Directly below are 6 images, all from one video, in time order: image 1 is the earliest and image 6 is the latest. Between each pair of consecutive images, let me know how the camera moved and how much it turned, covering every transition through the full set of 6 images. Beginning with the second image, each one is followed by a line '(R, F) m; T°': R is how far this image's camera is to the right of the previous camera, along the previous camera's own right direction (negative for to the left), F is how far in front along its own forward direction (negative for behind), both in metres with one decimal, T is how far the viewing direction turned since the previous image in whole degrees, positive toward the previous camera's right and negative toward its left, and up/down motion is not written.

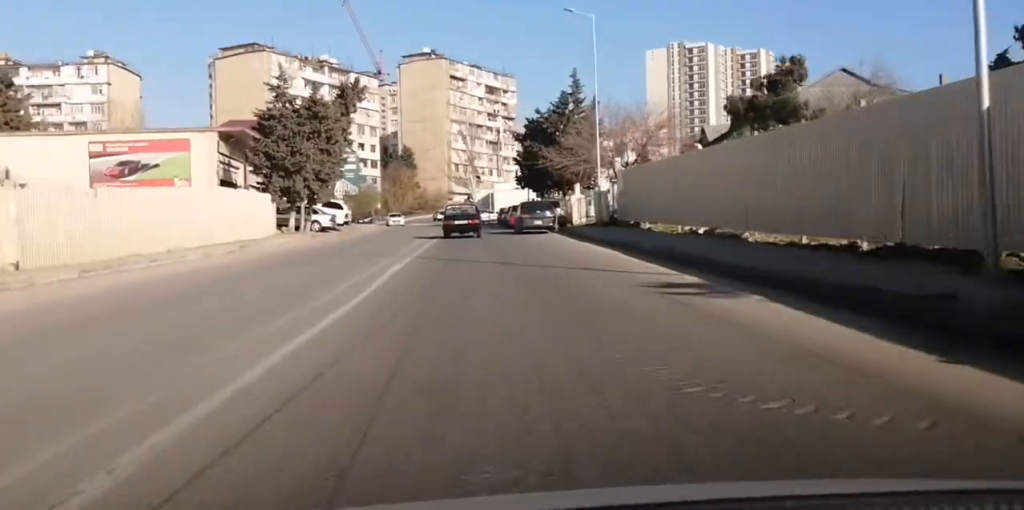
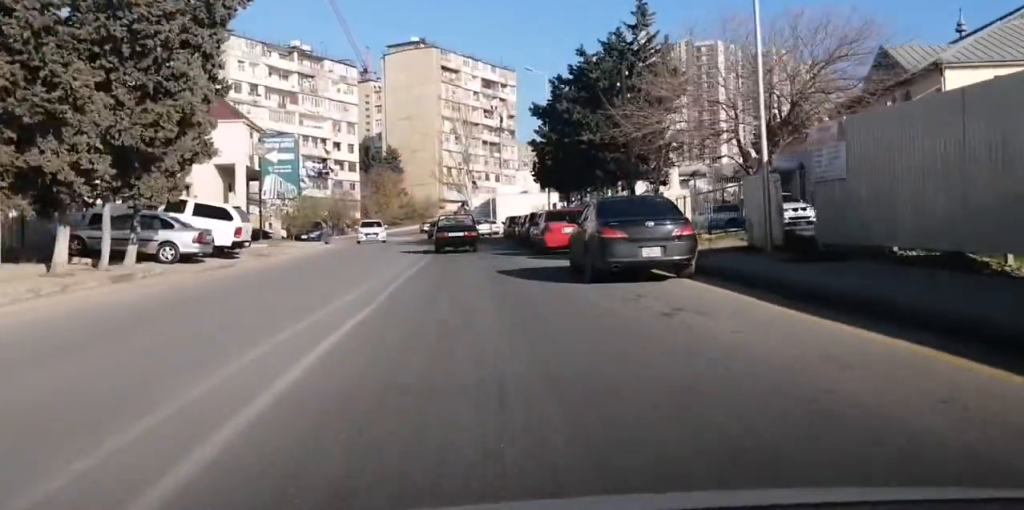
(-0.1, +24.9) m; +1°
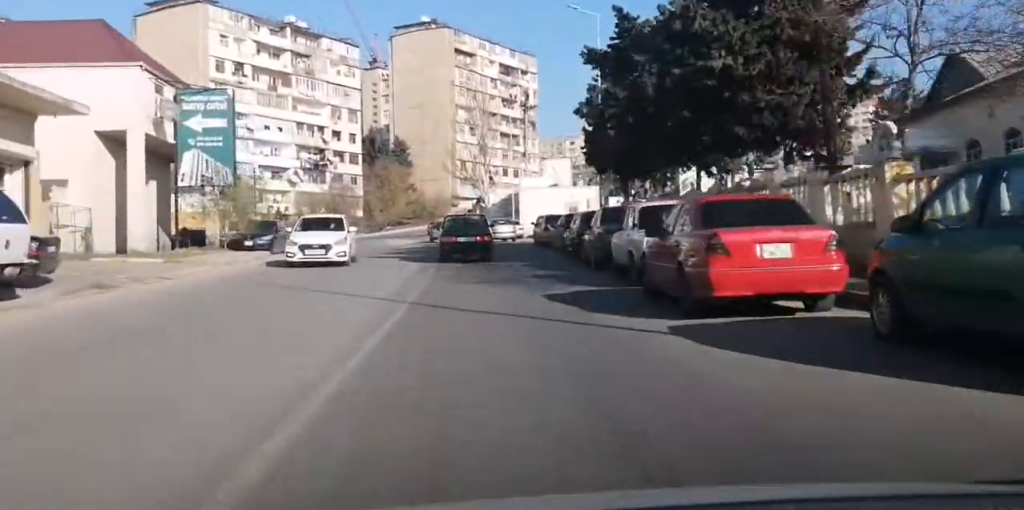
(+0.6, +17.5) m; +1°
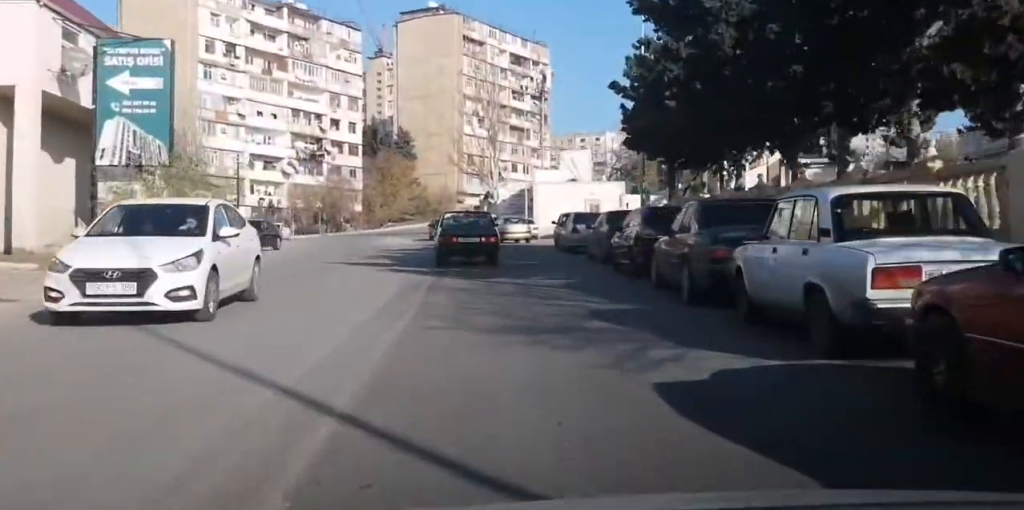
(+0.1, +8.3) m; -1°
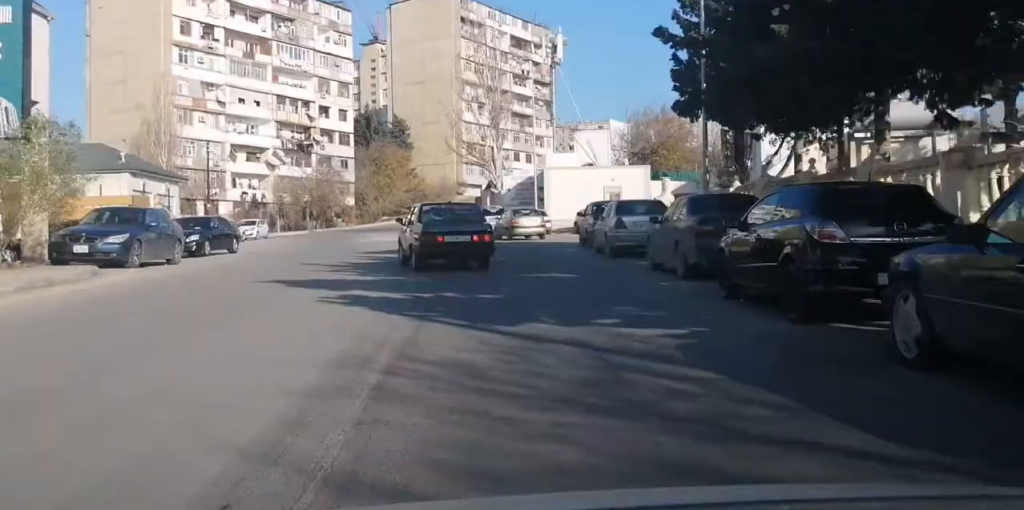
(-0.5, +9.2) m; 0°
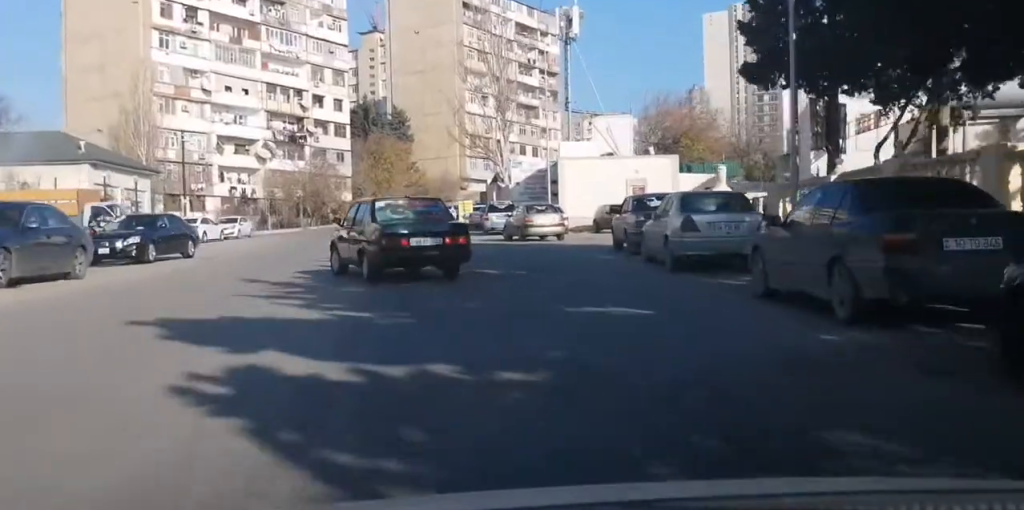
(+0.3, +7.0) m; +1°
